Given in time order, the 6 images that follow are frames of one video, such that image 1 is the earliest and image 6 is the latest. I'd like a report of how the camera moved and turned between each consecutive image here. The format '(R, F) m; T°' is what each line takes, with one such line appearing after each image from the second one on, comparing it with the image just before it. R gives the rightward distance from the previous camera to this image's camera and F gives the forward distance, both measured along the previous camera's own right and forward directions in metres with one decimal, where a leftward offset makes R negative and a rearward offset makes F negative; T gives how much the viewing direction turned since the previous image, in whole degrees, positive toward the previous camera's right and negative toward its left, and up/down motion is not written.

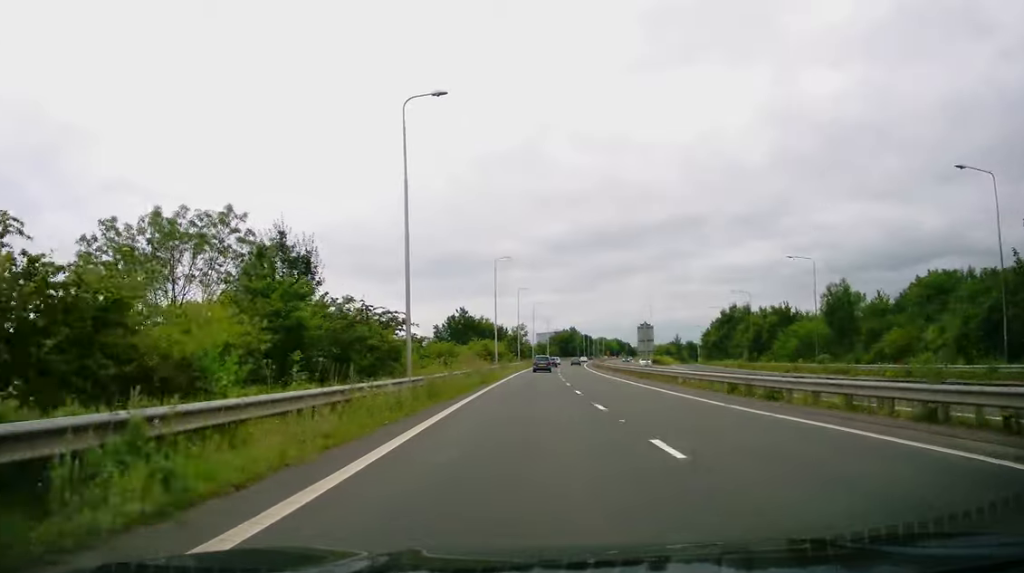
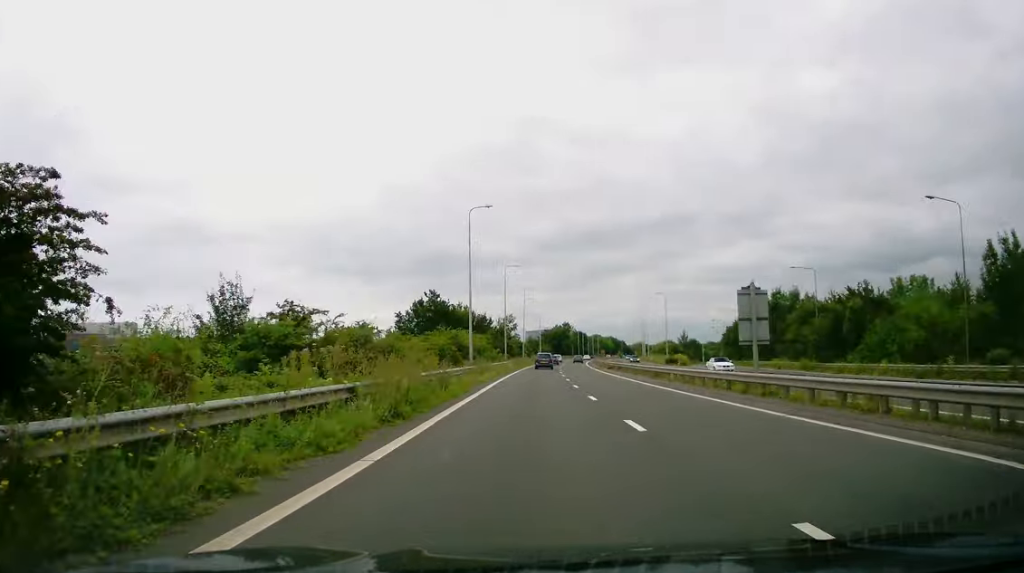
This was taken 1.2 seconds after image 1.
(+0.1, +23.7) m; 0°
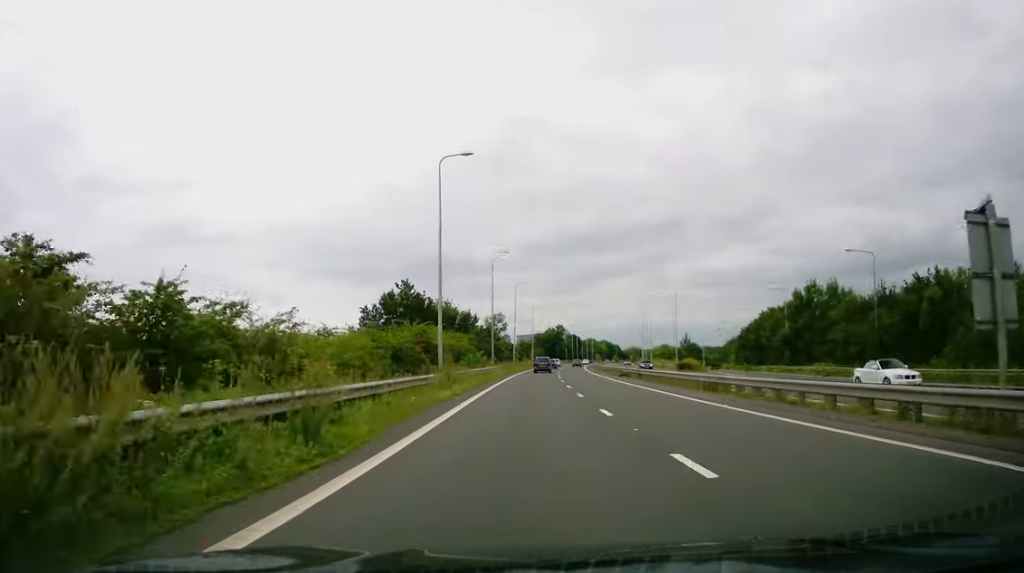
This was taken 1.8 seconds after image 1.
(0.0, +13.6) m; +1°
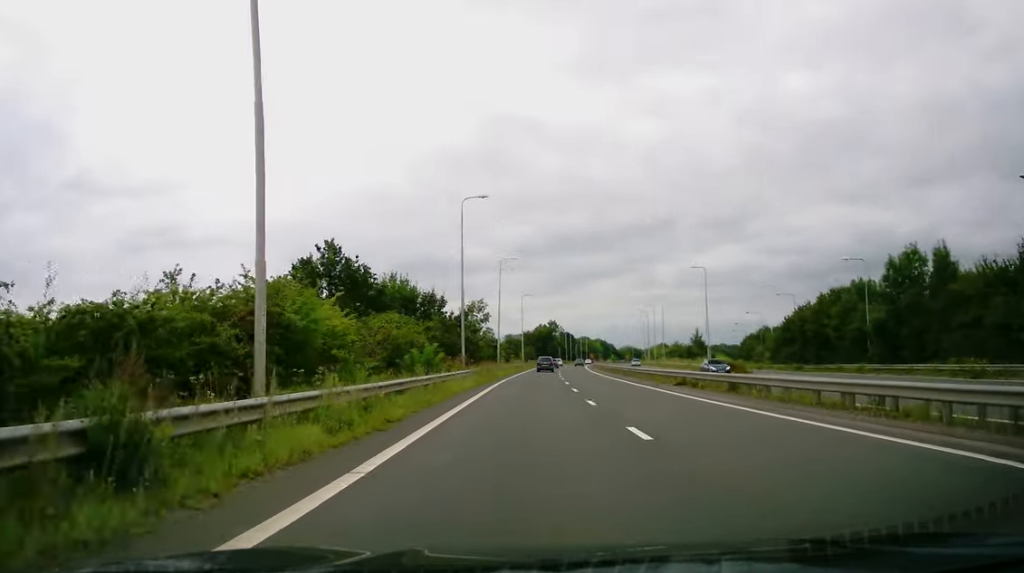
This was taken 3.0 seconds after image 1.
(+0.4, +23.3) m; +2°
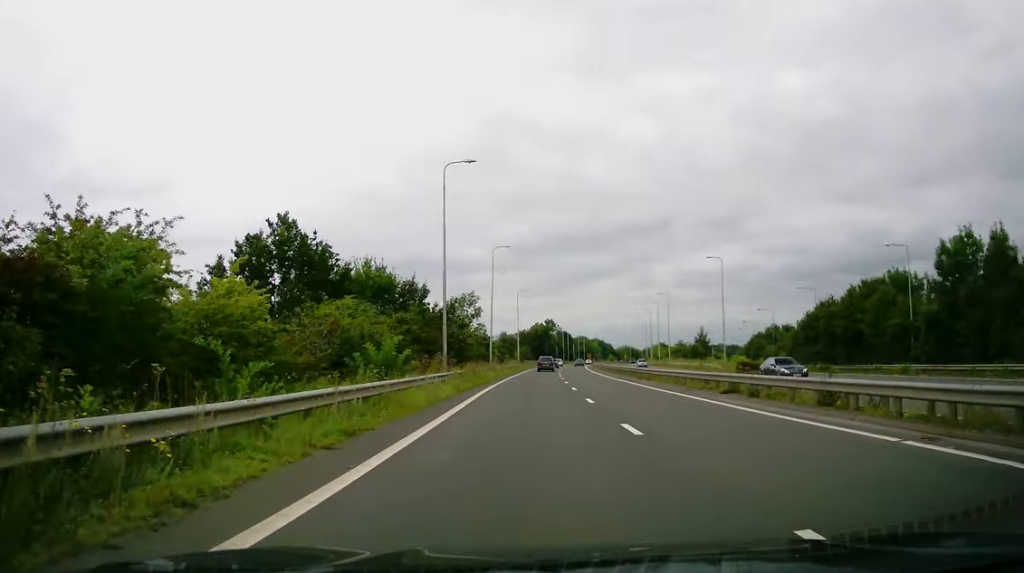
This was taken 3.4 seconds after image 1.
(+0.1, +8.3) m; +1°
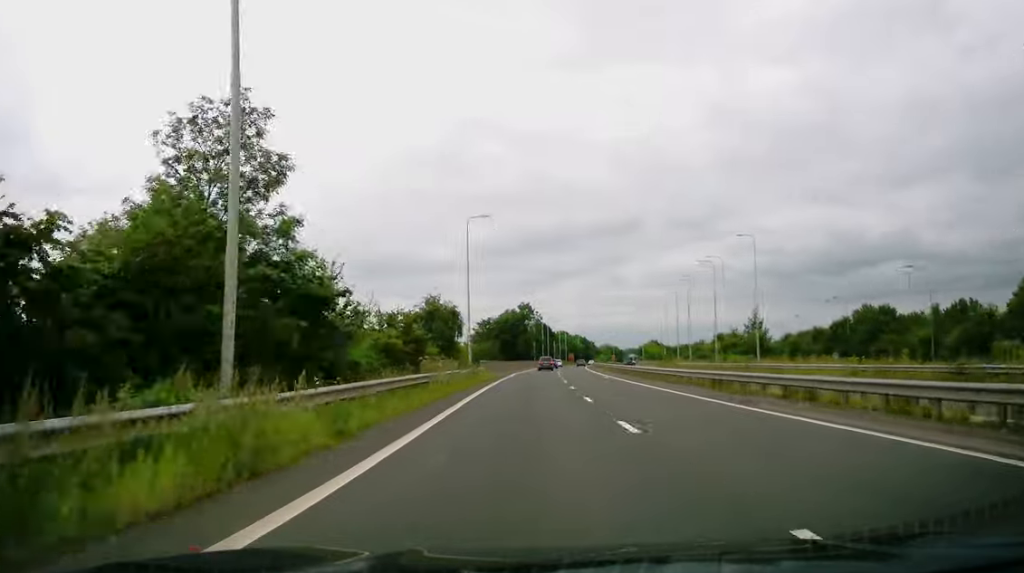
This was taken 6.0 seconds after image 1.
(+0.5, +54.5) m; +1°
